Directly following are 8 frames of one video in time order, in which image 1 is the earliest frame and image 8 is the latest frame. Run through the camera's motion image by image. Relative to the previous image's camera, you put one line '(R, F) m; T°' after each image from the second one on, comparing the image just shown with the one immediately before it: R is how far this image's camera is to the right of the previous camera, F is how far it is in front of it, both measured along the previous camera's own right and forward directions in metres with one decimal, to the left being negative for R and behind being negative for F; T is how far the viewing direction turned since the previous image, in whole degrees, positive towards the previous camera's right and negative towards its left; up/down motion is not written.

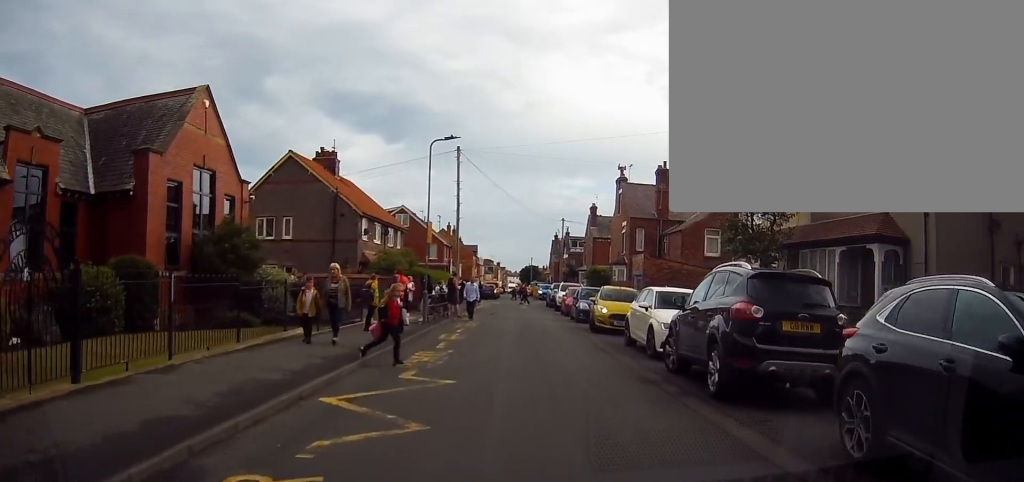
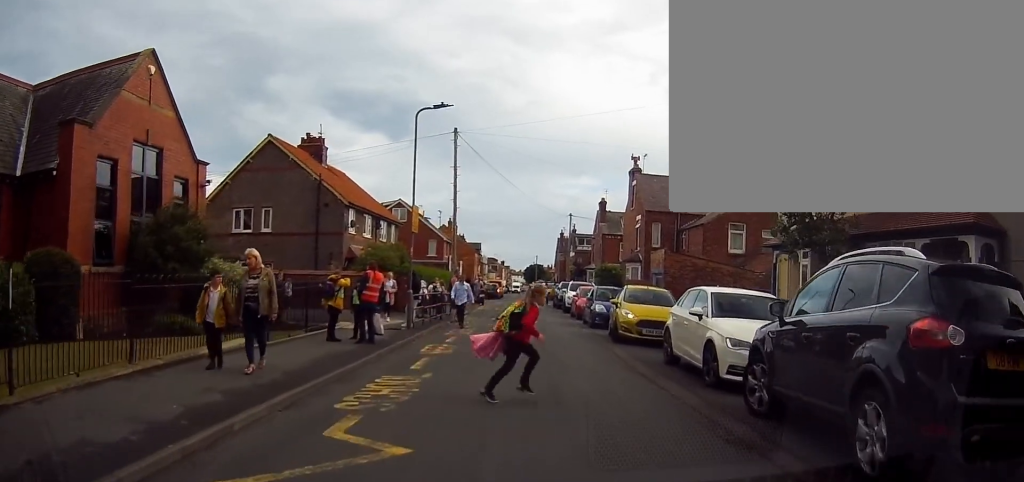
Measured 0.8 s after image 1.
(0.0, +3.8) m; +1°
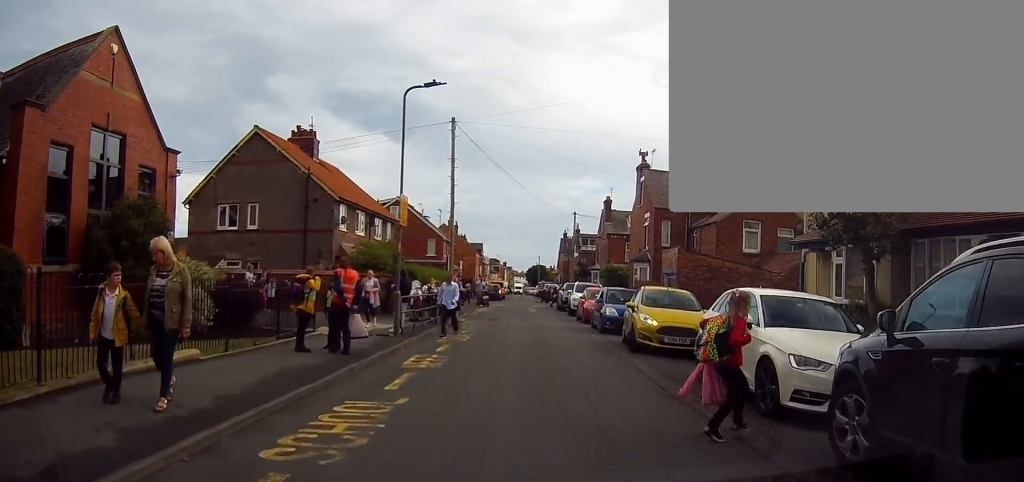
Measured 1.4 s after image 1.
(+0.3, +2.4) m; +1°
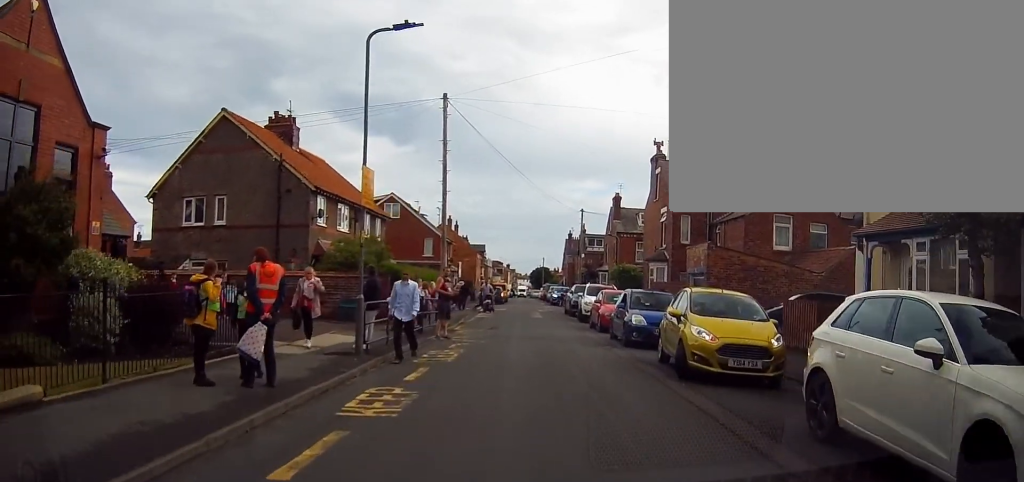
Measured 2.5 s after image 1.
(-0.5, +4.1) m; +1°
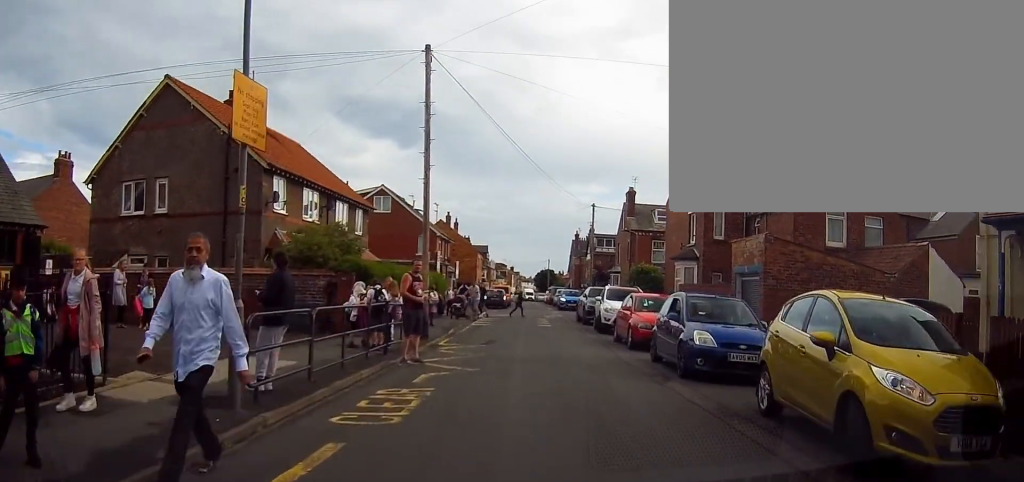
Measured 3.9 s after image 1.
(+0.2, +5.4) m; 0°
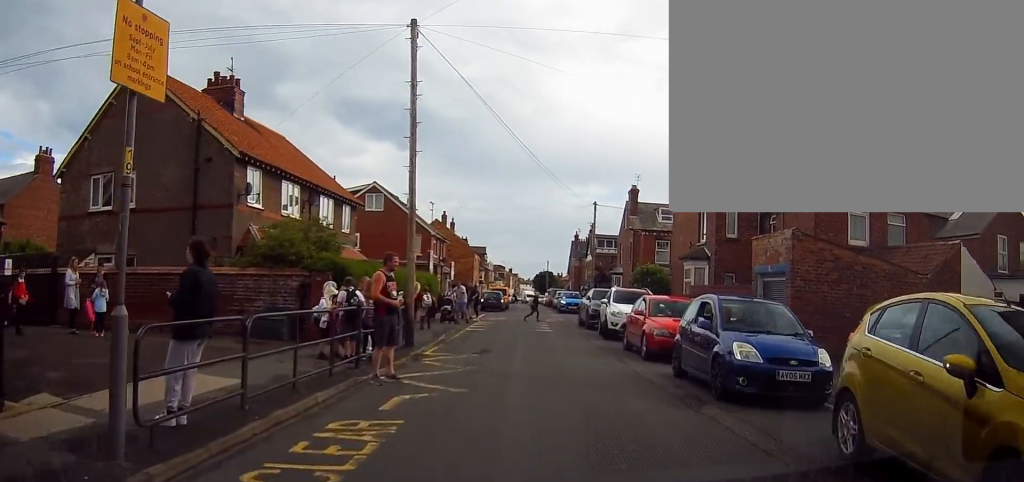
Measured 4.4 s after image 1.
(-0.3, +2.0) m; 0°
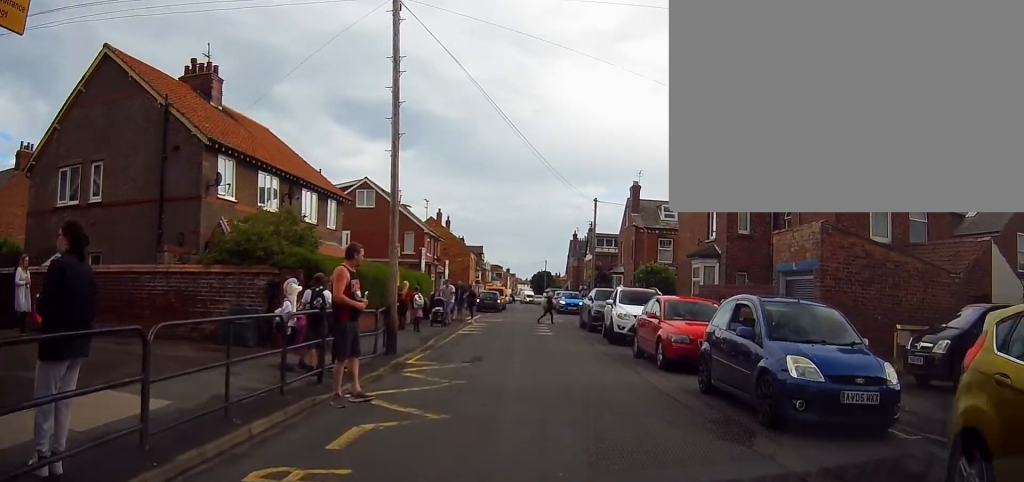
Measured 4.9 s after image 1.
(+0.2, +1.8) m; 0°
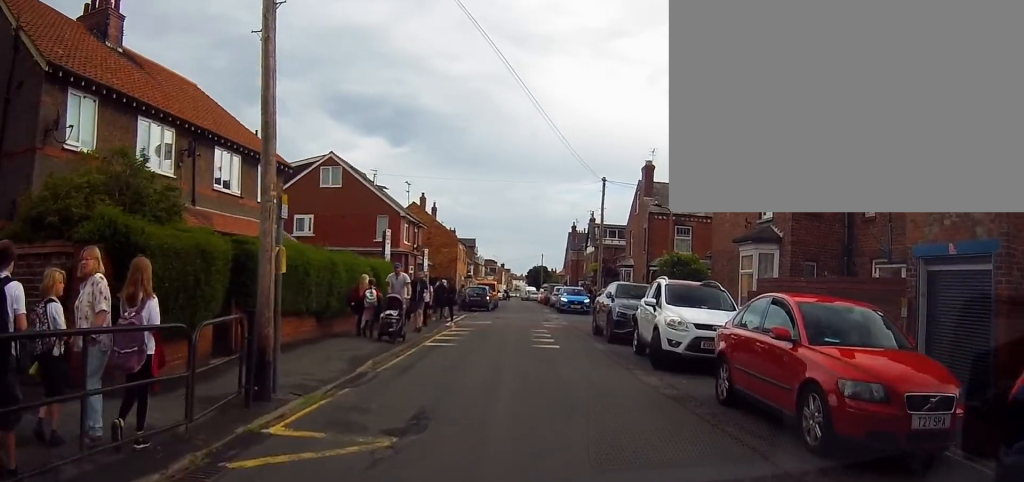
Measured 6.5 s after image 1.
(-0.3, +6.7) m; 0°
